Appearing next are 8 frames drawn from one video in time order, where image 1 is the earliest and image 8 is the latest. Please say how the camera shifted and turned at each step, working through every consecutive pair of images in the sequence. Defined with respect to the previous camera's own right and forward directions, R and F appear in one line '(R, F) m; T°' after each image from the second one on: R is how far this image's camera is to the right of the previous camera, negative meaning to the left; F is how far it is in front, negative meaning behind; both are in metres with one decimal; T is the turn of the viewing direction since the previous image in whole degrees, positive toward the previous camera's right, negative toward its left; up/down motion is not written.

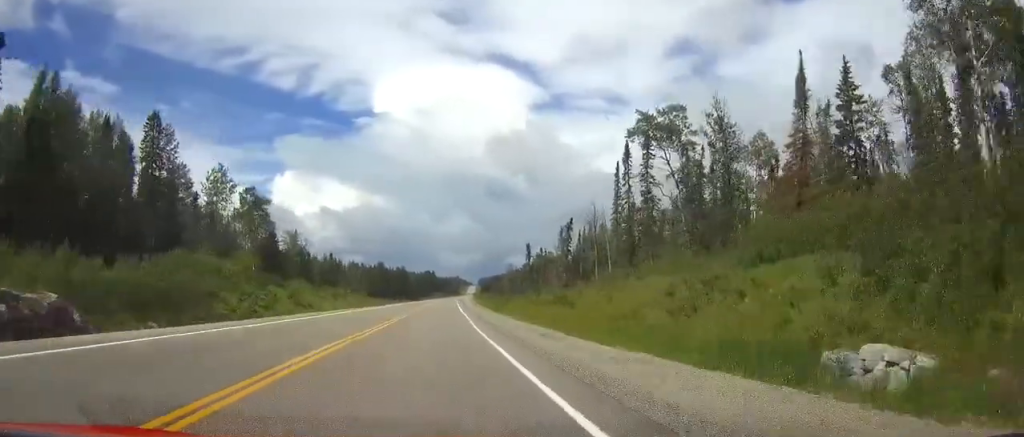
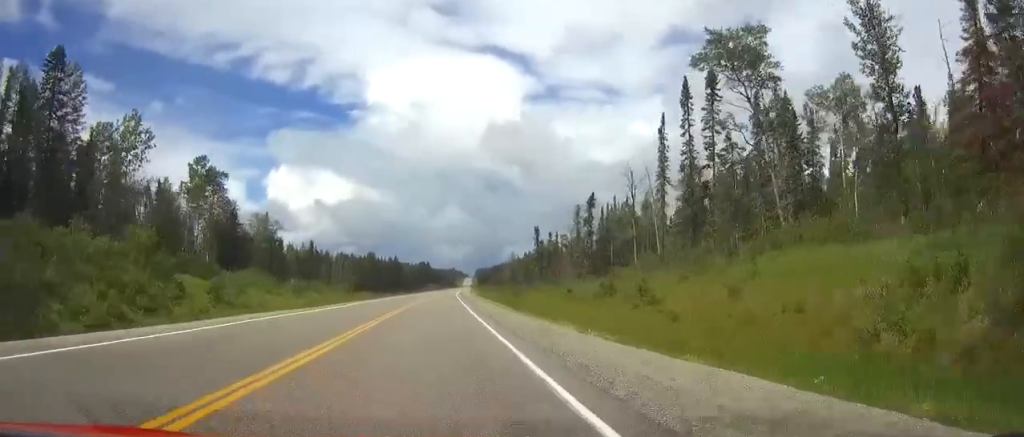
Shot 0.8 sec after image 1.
(0.0, +24.1) m; 0°
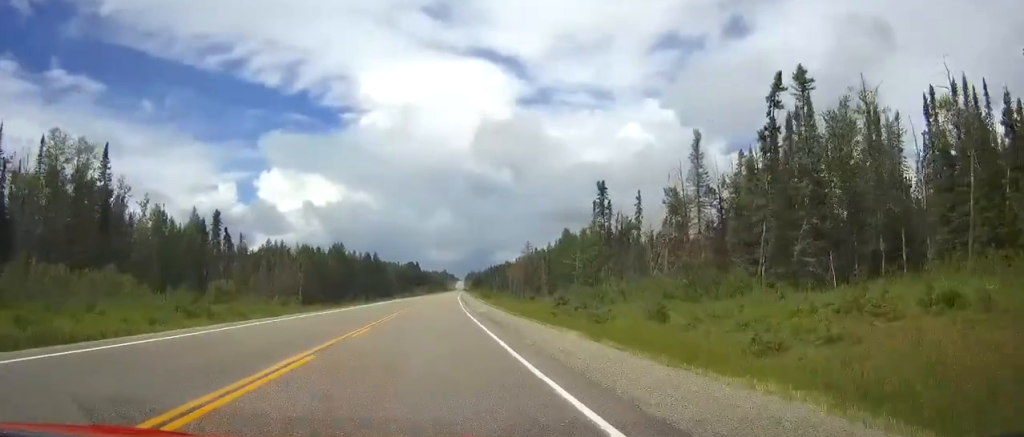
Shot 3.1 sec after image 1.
(0.0, +70.1) m; 0°
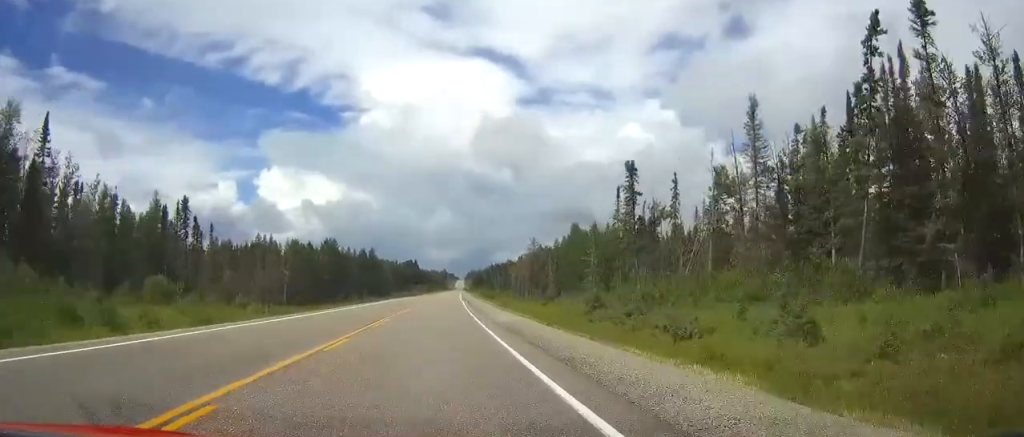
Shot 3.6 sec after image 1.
(0.0, +14.0) m; 0°
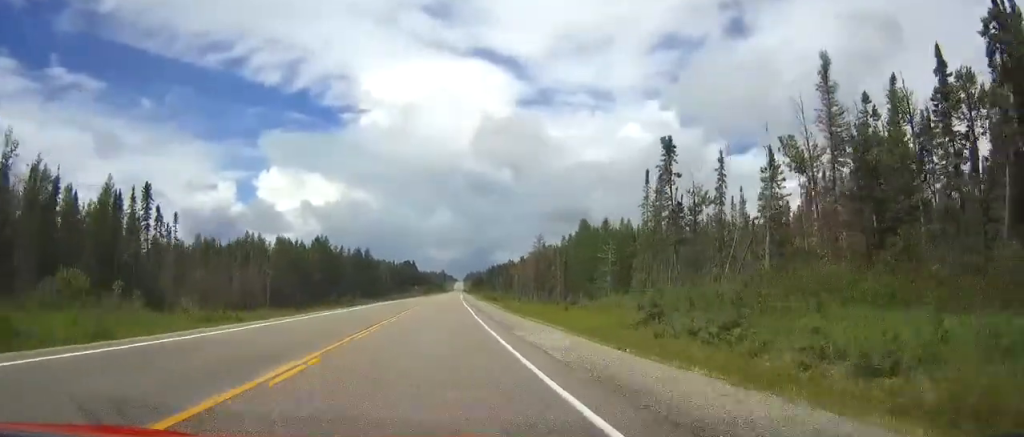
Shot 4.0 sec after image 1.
(0.0, +13.0) m; 0°
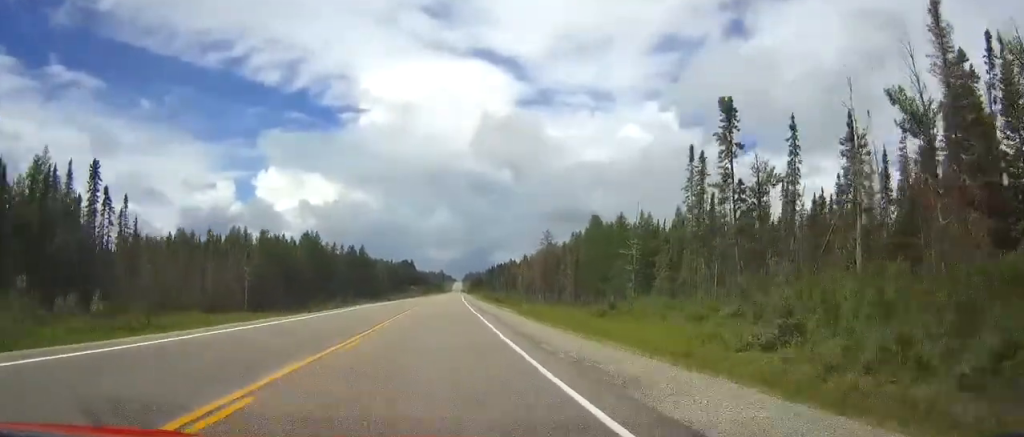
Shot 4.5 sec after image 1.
(0.0, +14.0) m; 0°
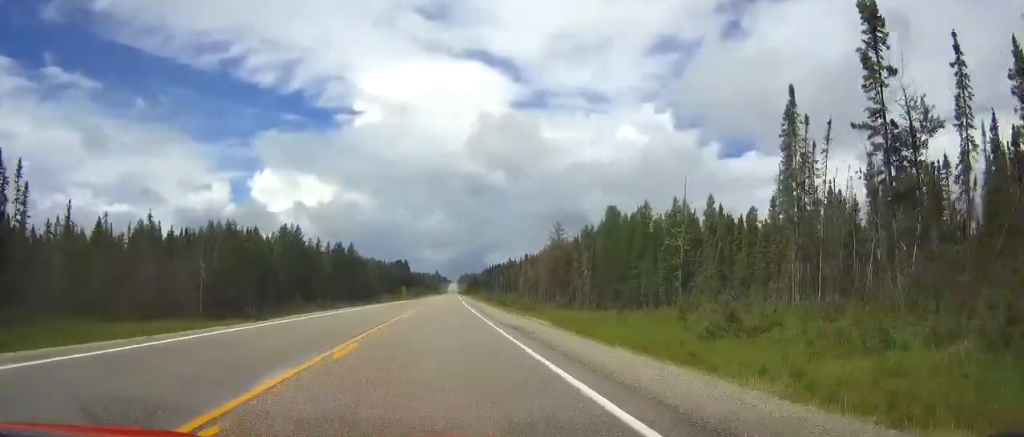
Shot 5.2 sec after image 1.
(+0.2, +19.9) m; +1°
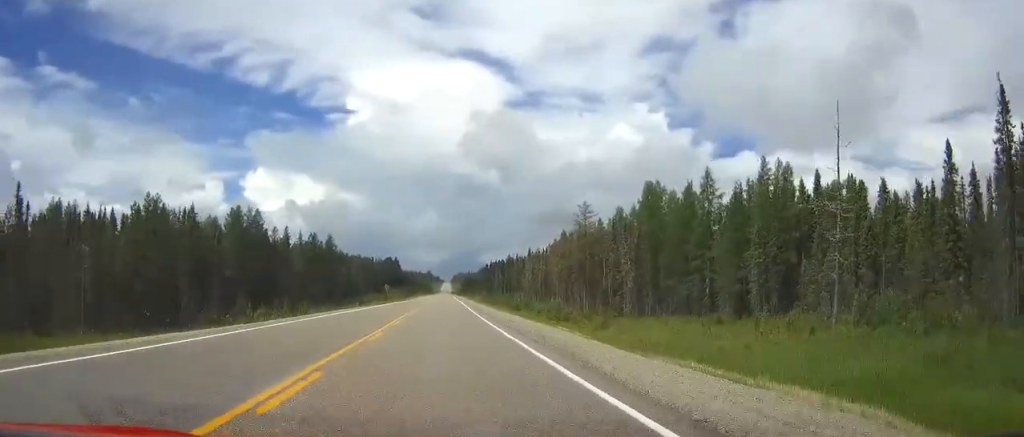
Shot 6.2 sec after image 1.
(+0.3, +31.8) m; +1°
